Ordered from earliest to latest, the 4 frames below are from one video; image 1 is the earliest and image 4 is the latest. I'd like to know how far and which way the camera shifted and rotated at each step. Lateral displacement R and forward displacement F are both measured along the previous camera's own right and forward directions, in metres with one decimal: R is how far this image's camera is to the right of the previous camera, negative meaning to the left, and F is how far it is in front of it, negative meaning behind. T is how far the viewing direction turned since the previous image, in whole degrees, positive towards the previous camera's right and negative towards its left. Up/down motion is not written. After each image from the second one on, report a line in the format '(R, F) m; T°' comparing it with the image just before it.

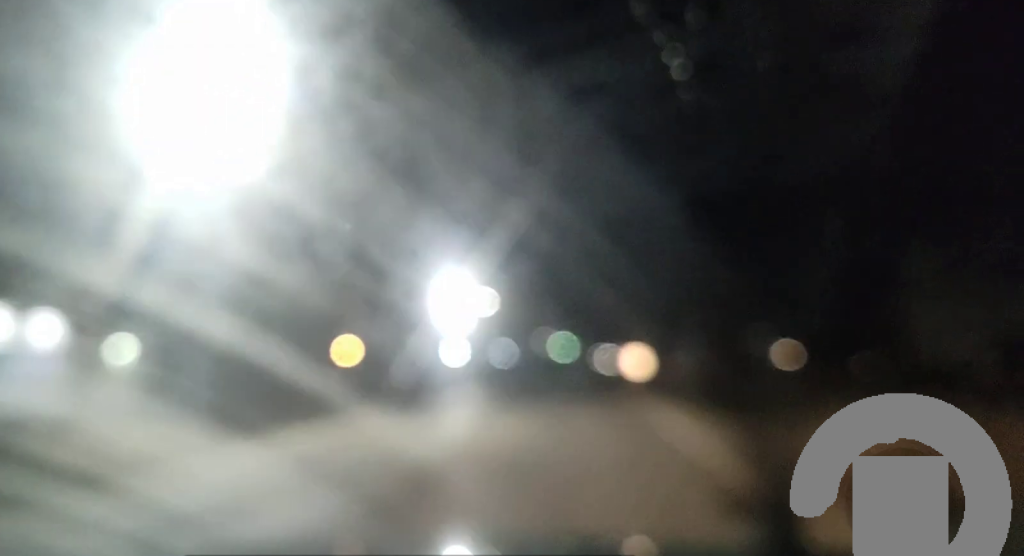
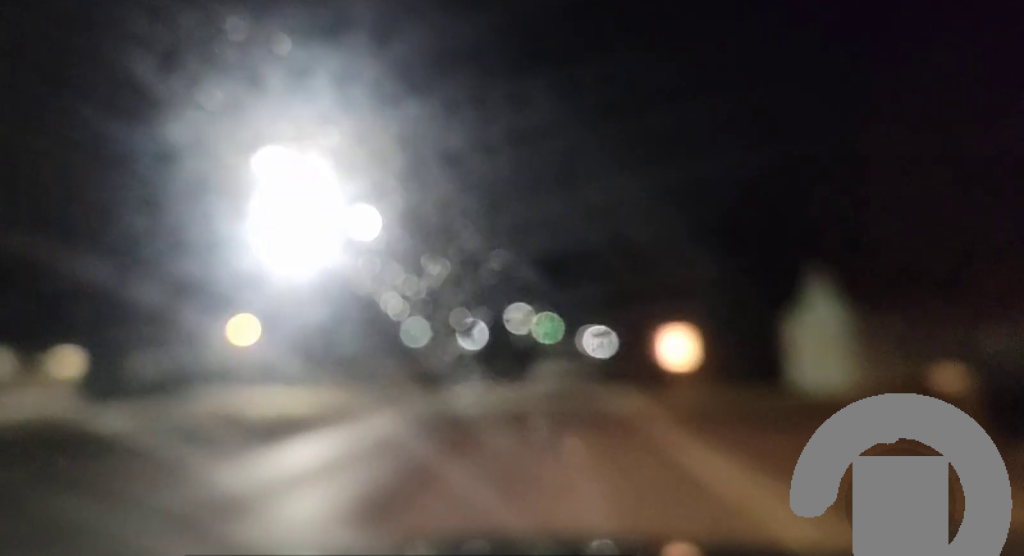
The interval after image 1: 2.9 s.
(+0.2, +48.9) m; 0°
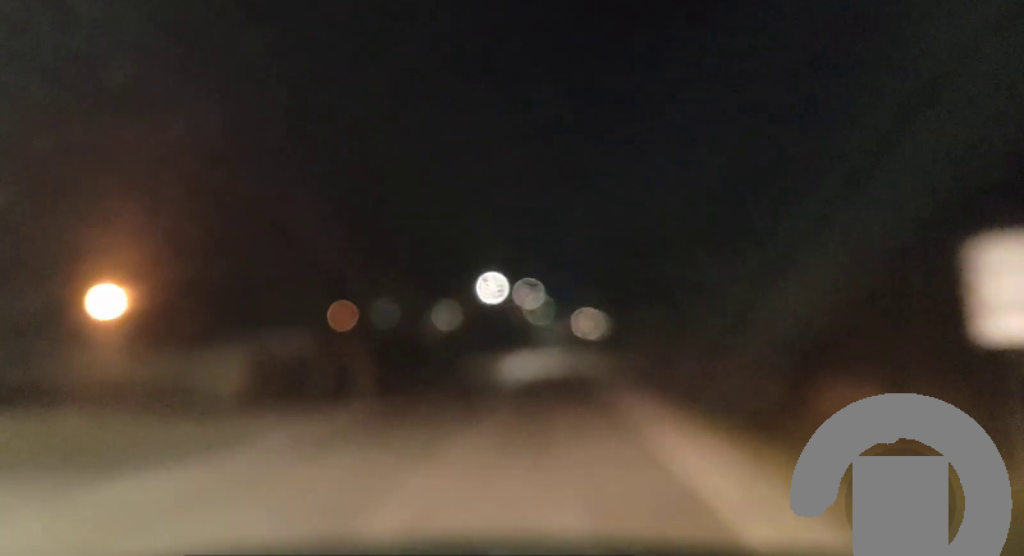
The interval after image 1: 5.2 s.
(0.0, +37.0) m; +1°
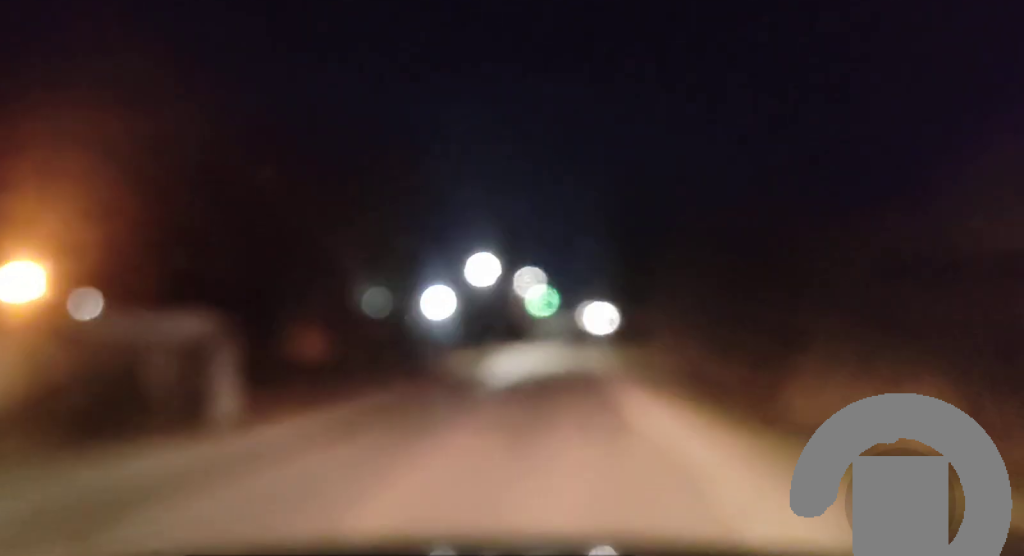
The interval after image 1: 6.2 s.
(0.0, +15.7) m; 0°
